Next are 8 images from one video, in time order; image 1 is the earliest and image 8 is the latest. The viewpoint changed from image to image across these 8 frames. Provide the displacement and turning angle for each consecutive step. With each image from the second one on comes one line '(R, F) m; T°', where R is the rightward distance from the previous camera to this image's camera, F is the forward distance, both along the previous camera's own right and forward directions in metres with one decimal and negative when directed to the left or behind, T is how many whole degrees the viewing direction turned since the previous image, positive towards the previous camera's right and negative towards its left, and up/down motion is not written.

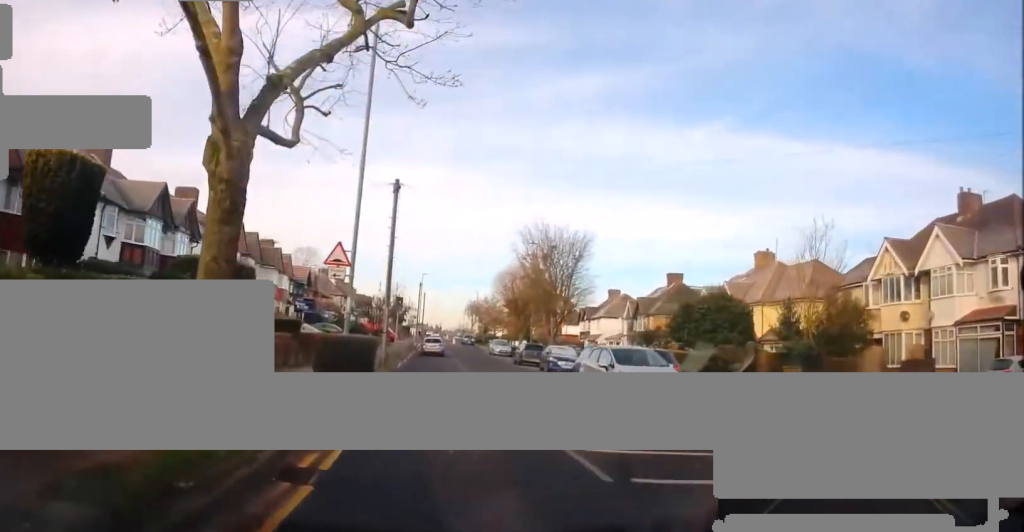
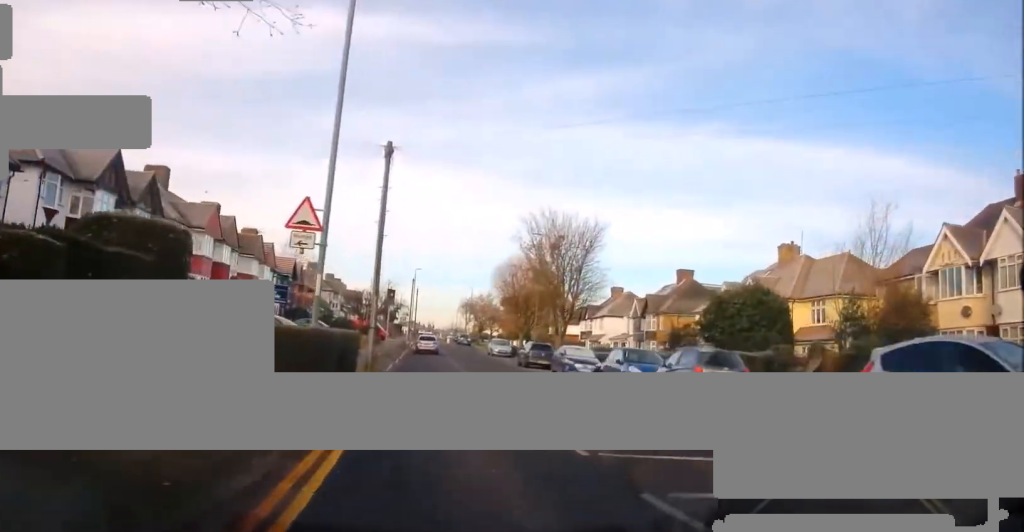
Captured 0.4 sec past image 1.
(0.0, +5.0) m; +1°
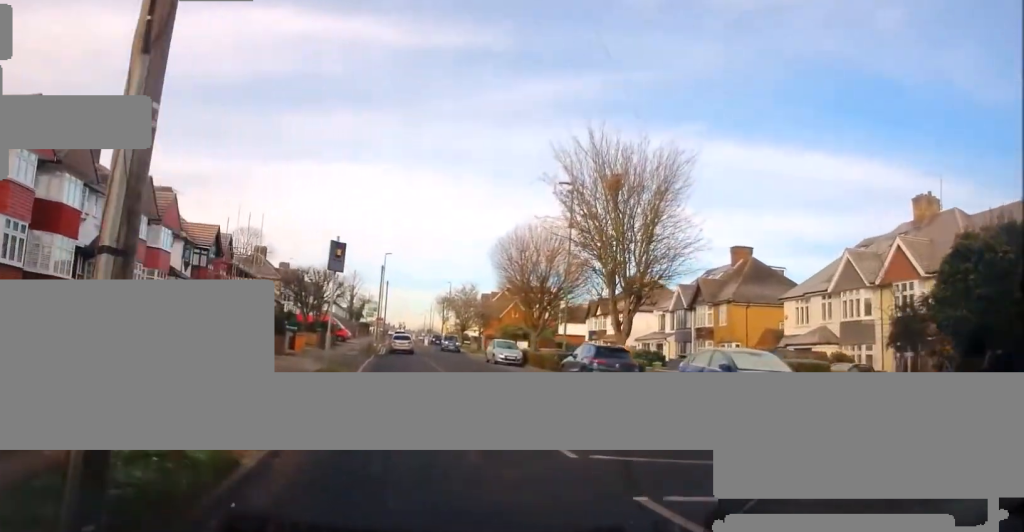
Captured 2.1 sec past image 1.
(+1.2, +18.5) m; +8°
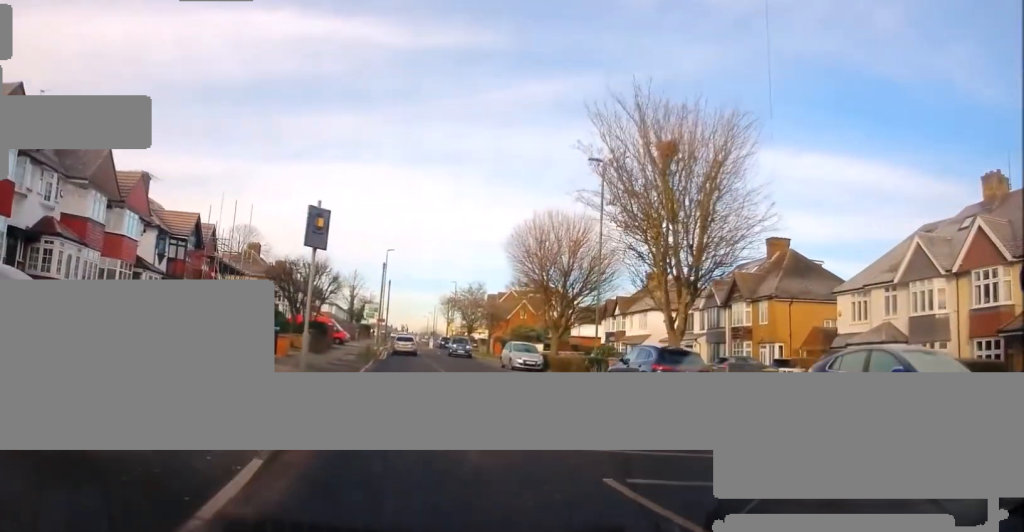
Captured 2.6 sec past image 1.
(+0.5, +5.4) m; +2°
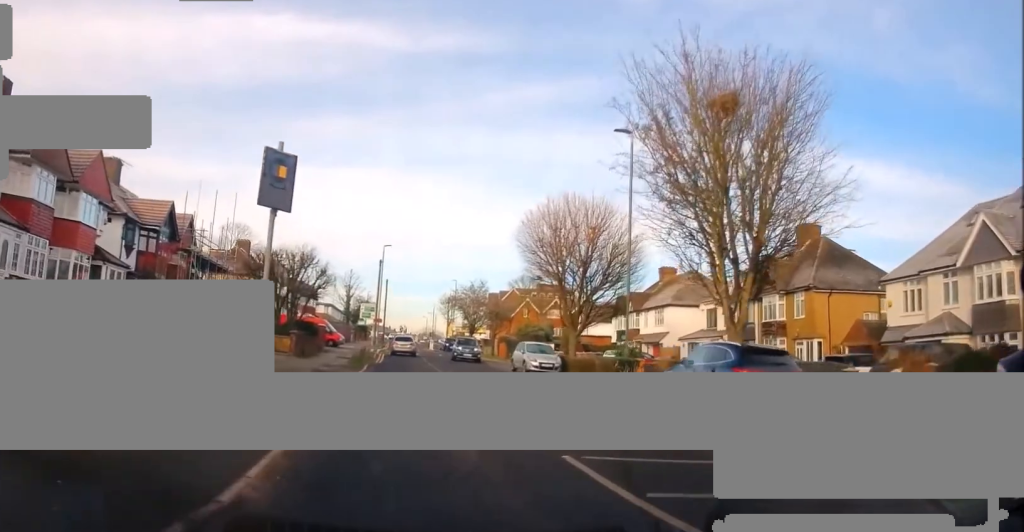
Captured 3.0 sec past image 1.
(-0.1, +4.8) m; -1°
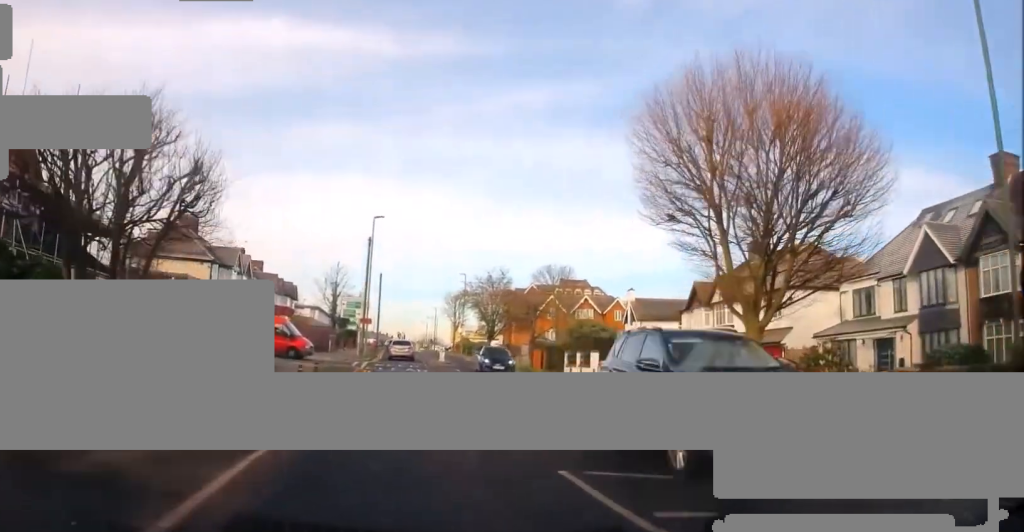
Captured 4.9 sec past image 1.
(-1.3, +20.0) m; -7°
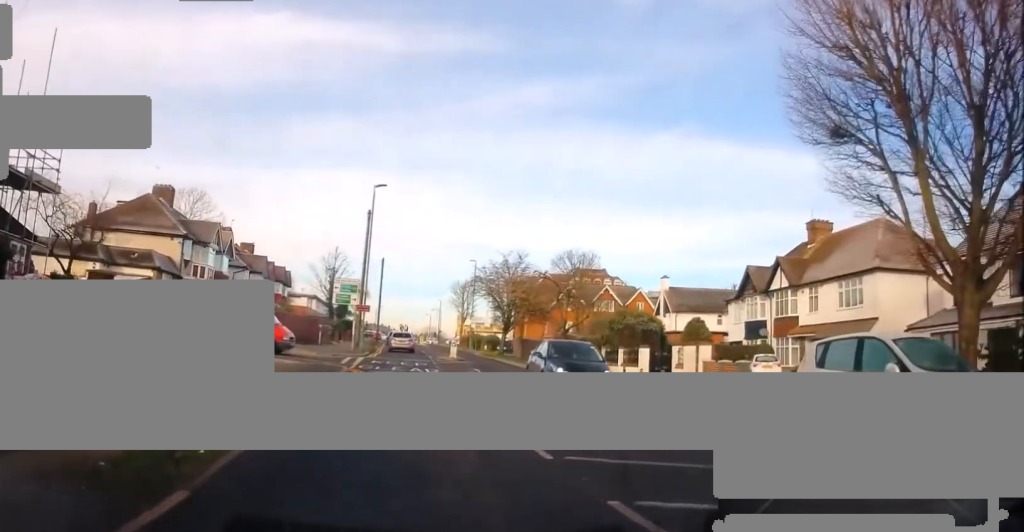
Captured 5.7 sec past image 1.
(-0.3, +8.0) m; -2°
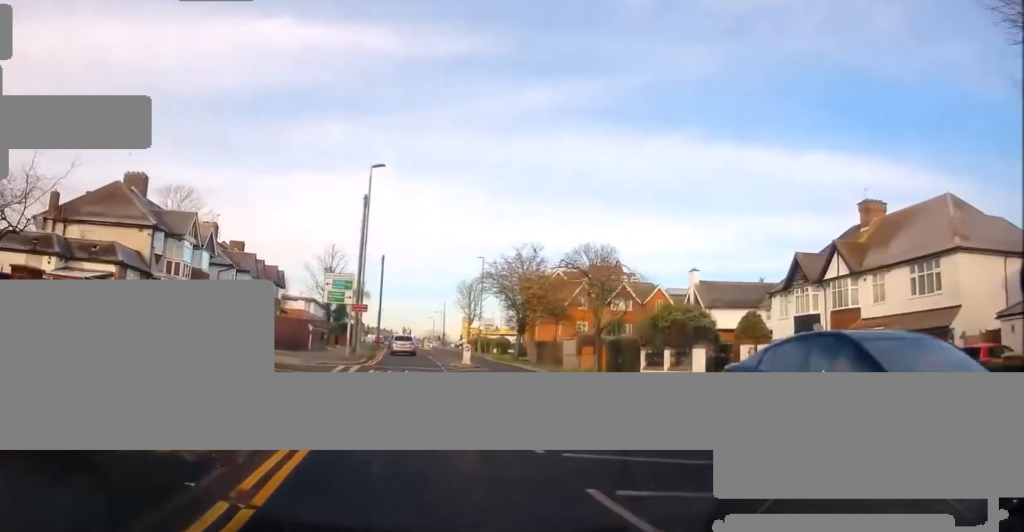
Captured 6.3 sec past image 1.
(0.0, +5.9) m; +1°
